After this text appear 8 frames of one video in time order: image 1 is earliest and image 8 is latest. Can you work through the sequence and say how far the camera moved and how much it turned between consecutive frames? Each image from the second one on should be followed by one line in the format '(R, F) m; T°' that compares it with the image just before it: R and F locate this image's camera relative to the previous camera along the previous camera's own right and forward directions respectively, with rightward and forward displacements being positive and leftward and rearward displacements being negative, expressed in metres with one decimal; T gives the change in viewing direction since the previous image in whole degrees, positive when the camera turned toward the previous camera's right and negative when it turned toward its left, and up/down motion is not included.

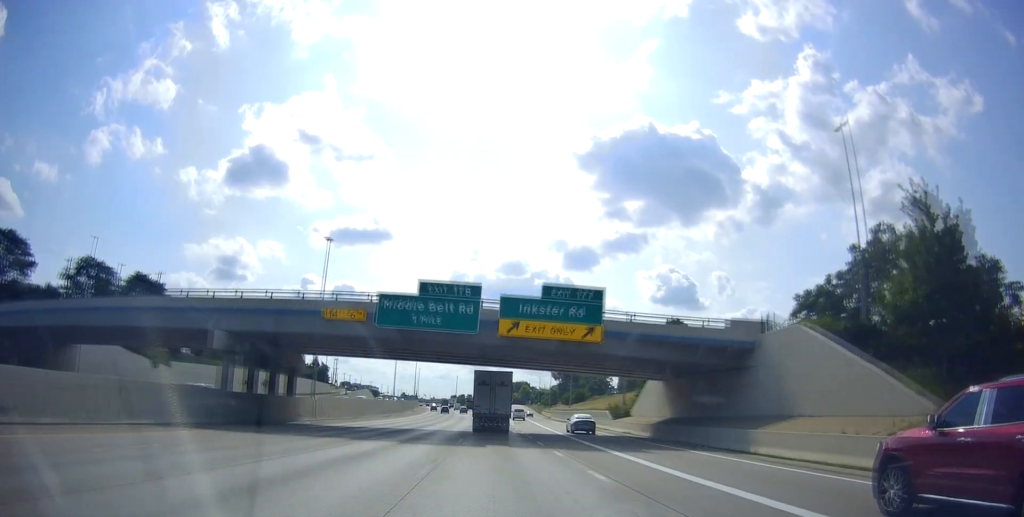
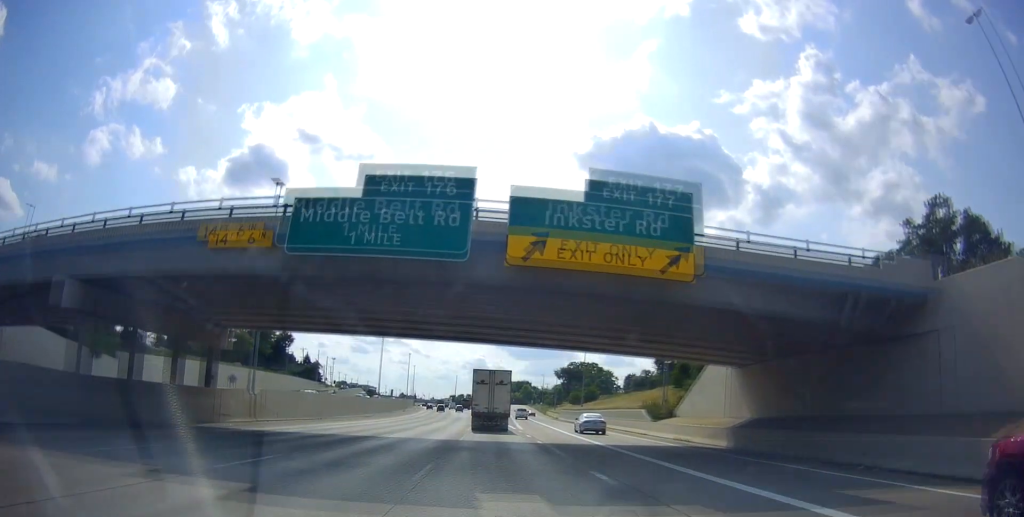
(-0.4, +14.9) m; -1°
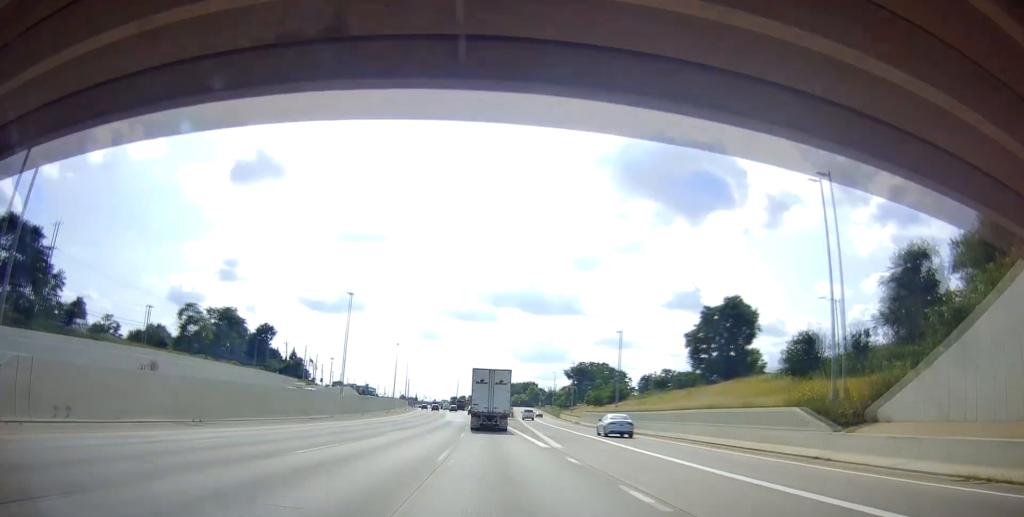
(-0.6, +25.5) m; -2°
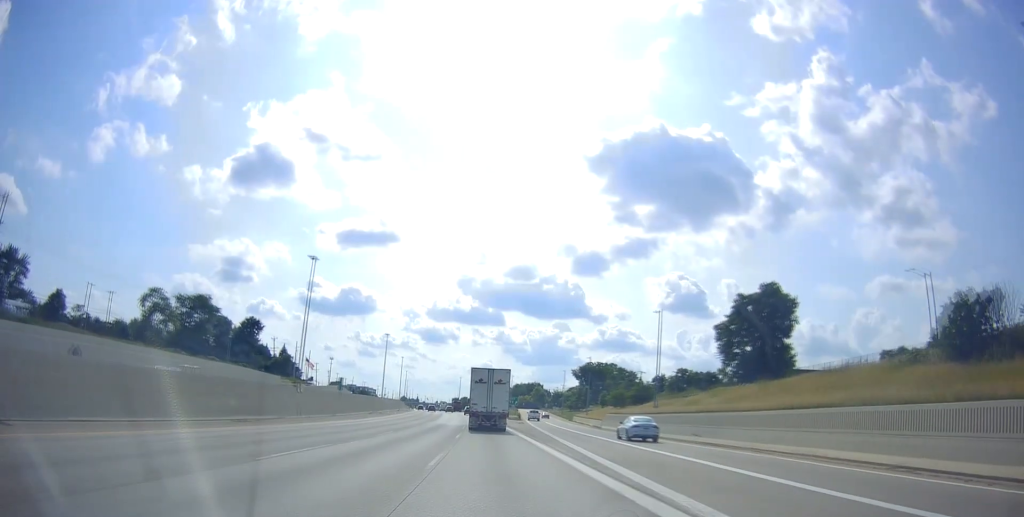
(0.0, +16.7) m; -1°
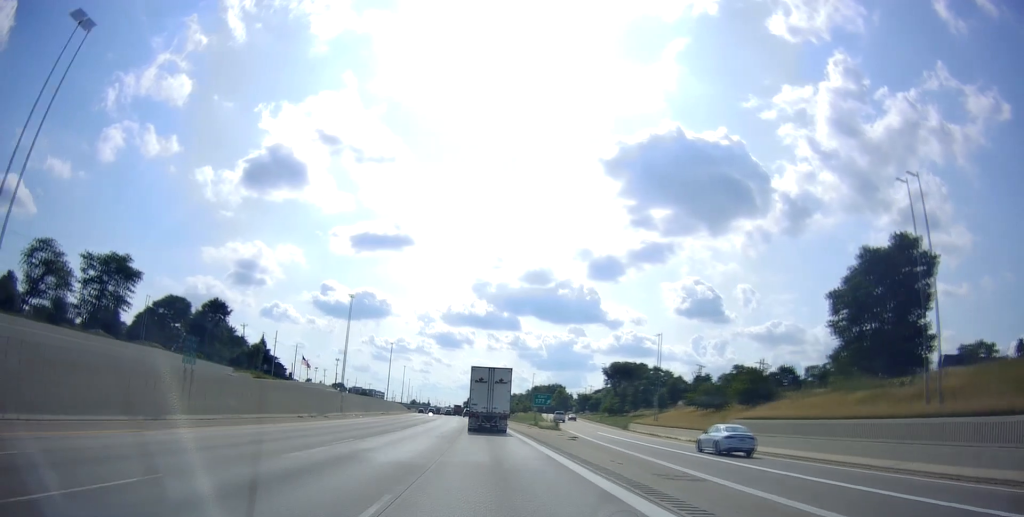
(0.0, +39.4) m; 0°
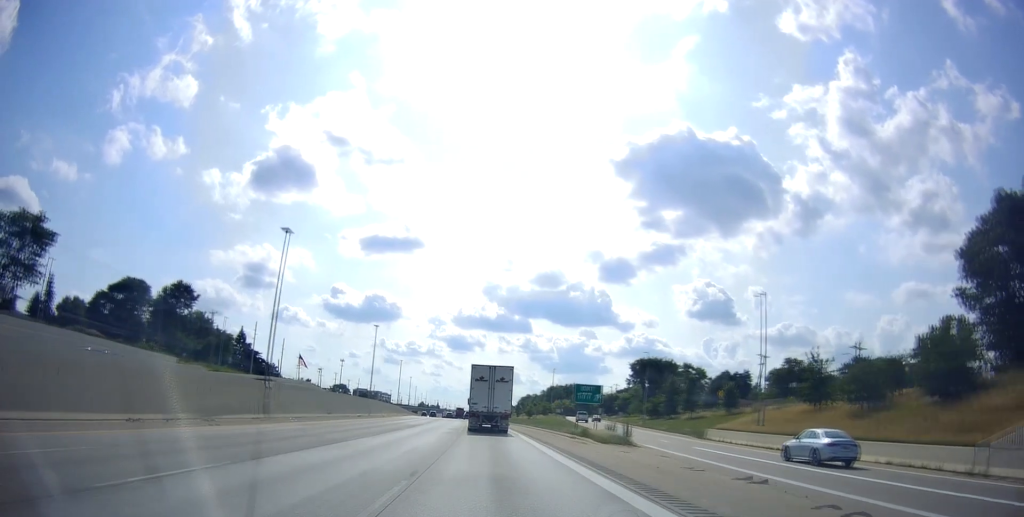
(-0.1, +27.6) m; -1°
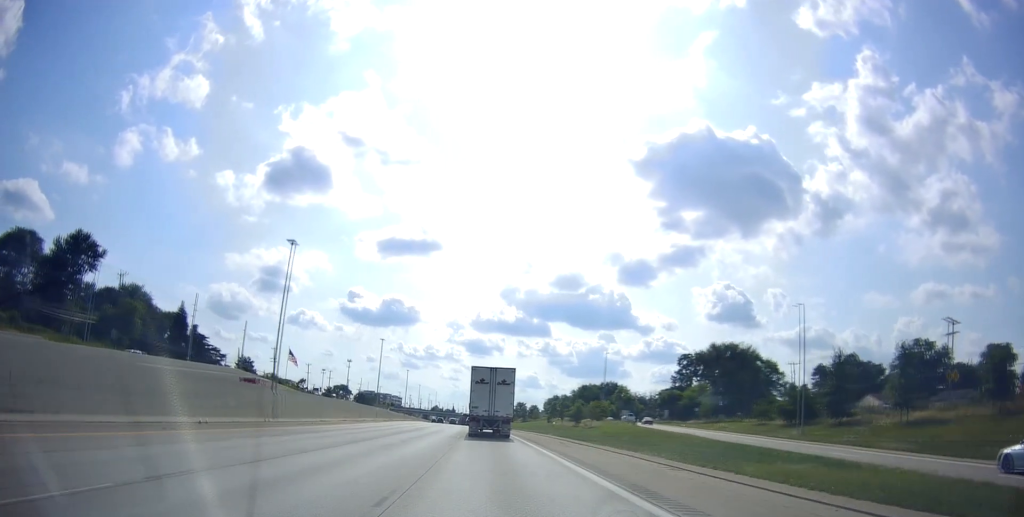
(-0.9, +48.8) m; -1°
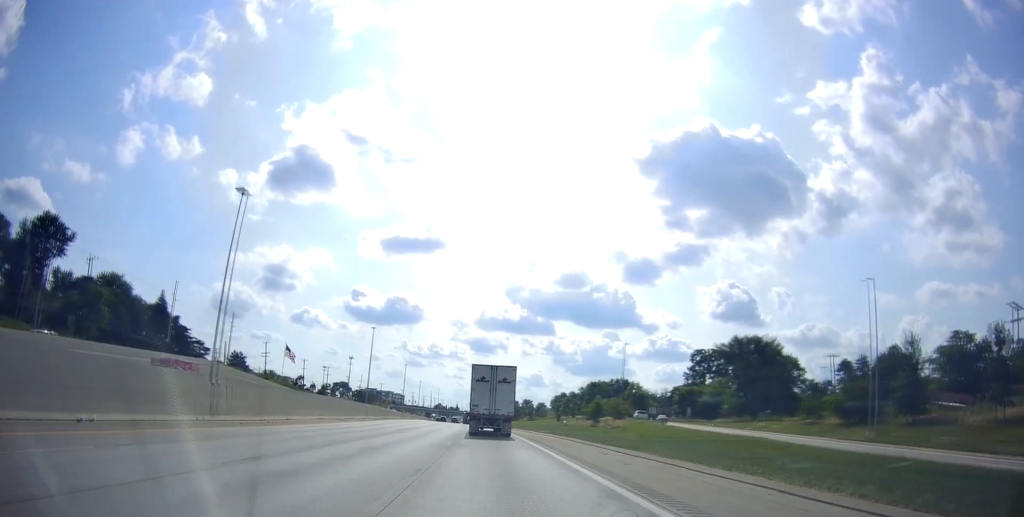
(+0.2, +11.5) m; 0°
